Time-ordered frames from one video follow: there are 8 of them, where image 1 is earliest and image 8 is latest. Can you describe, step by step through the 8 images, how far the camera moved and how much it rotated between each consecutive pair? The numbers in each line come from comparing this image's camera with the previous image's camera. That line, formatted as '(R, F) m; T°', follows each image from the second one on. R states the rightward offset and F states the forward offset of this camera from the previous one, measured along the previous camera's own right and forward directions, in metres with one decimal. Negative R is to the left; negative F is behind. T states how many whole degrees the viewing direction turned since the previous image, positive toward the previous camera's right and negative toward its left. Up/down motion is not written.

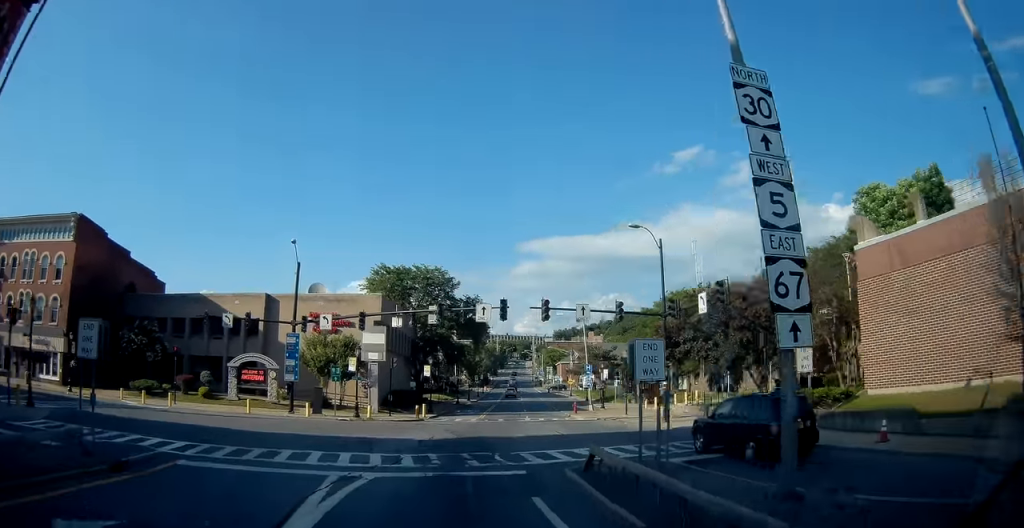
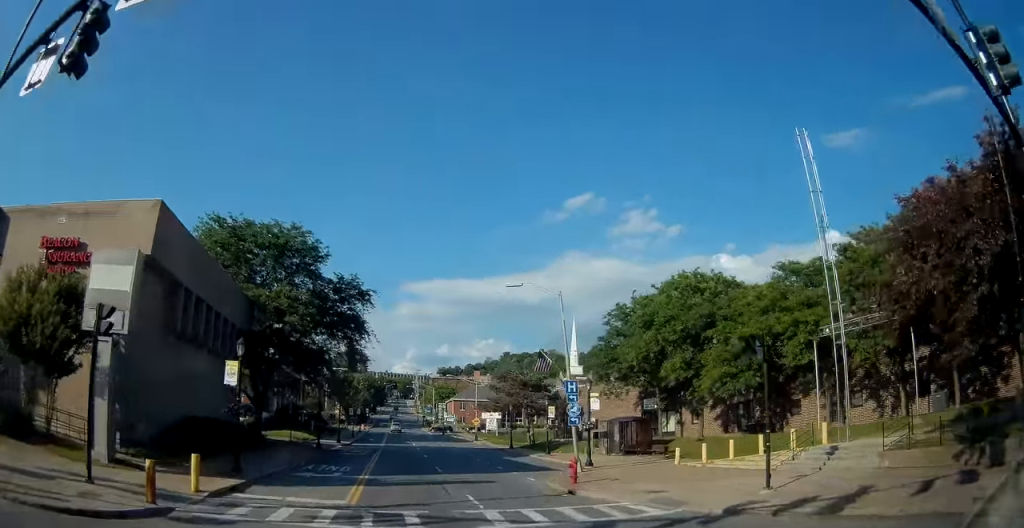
(+3.1, +26.9) m; +8°
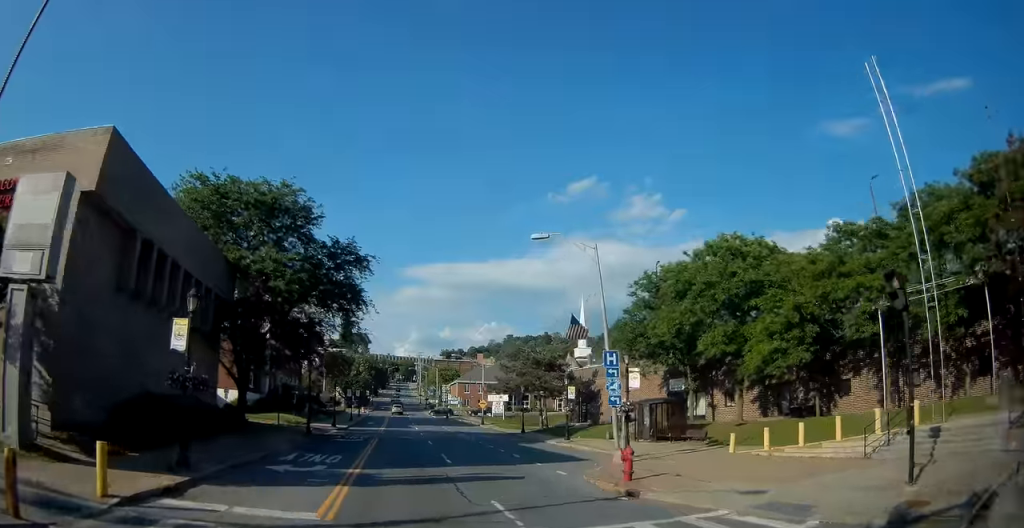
(0.0, +5.1) m; 0°
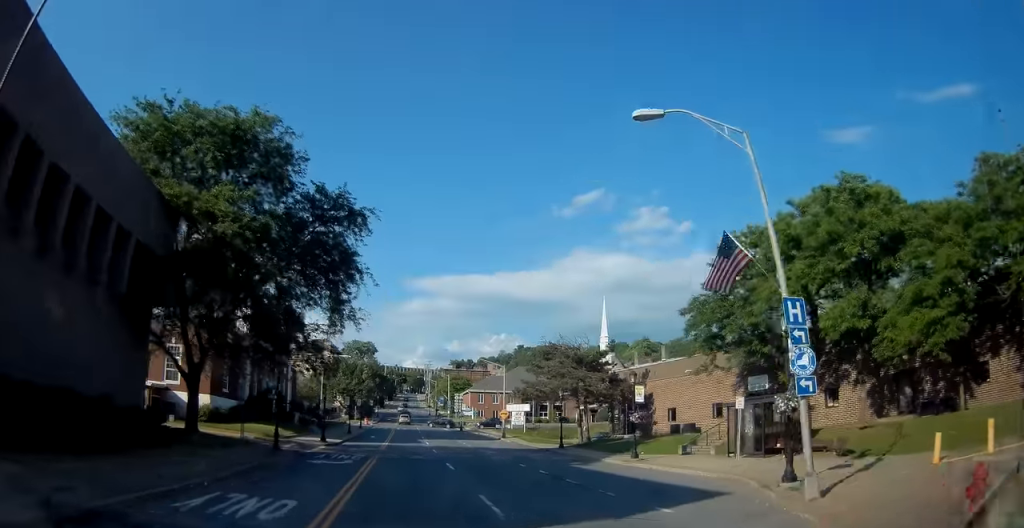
(0.0, +10.7) m; 0°
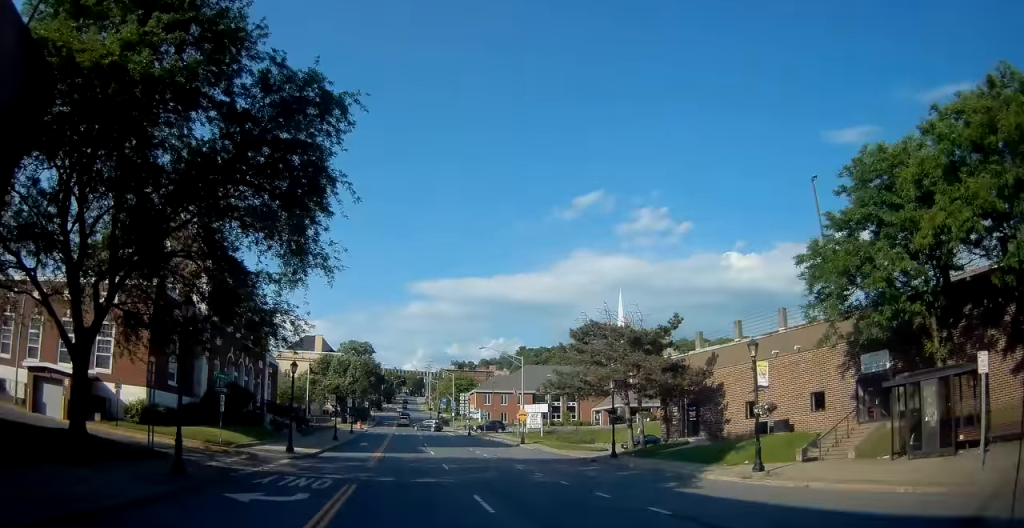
(0.0, +11.2) m; 0°
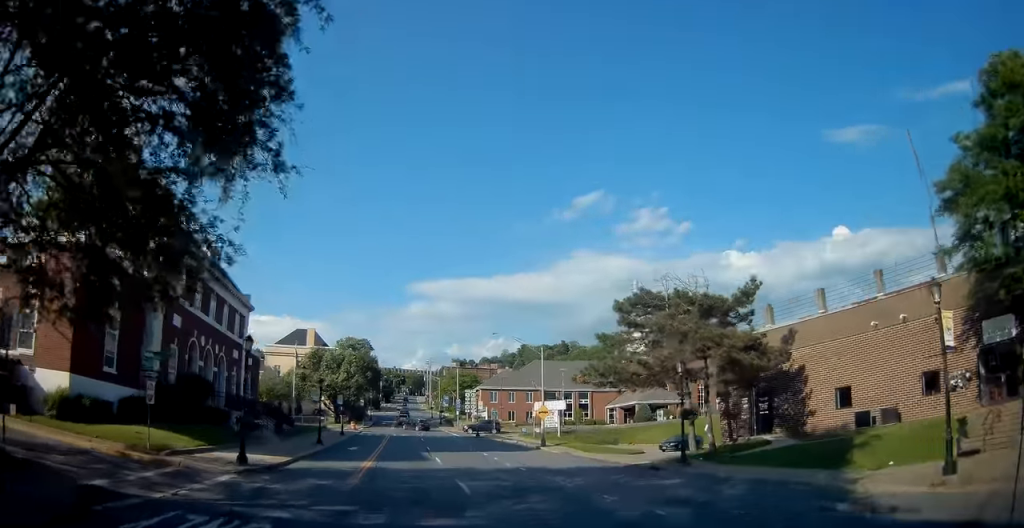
(0.0, +8.4) m; 0°
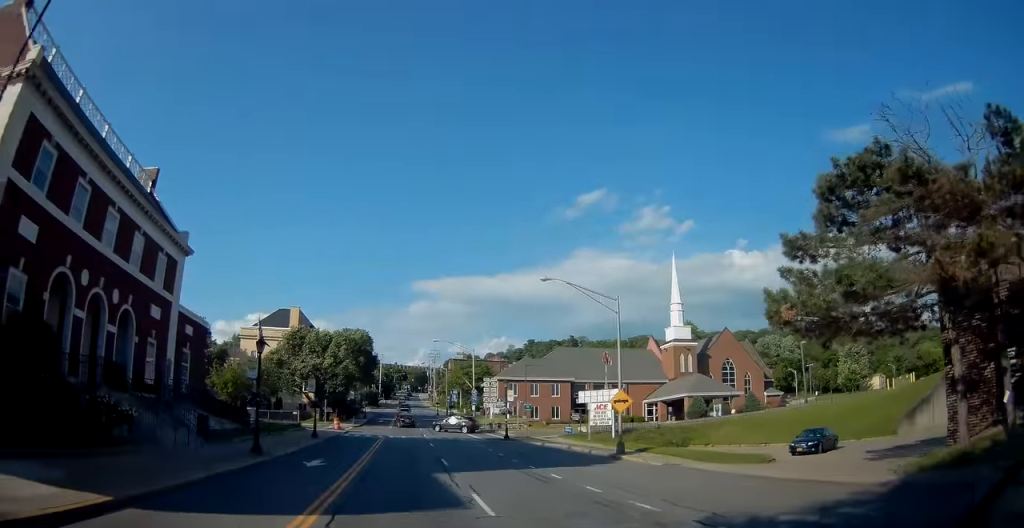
(0.0, +16.5) m; -1°
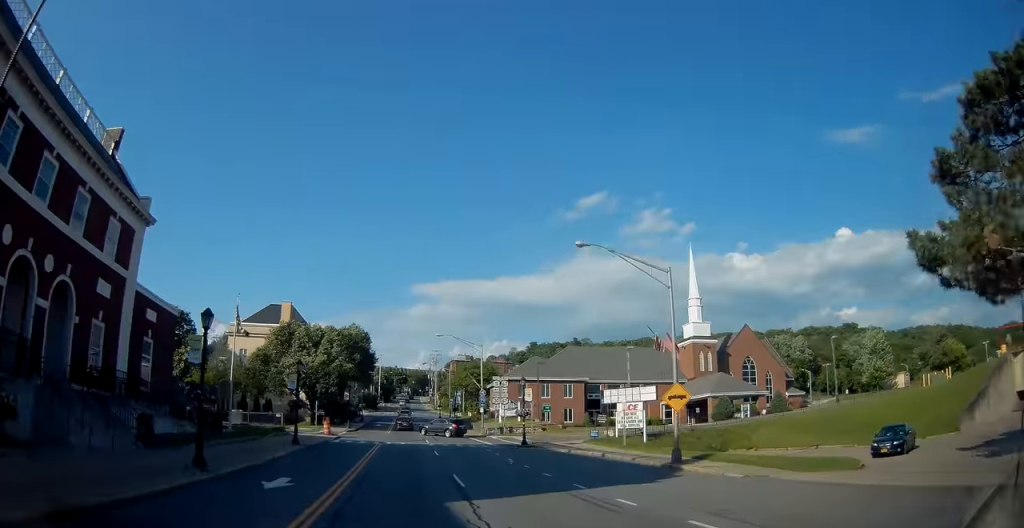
(0.0, +6.3) m; -1°
